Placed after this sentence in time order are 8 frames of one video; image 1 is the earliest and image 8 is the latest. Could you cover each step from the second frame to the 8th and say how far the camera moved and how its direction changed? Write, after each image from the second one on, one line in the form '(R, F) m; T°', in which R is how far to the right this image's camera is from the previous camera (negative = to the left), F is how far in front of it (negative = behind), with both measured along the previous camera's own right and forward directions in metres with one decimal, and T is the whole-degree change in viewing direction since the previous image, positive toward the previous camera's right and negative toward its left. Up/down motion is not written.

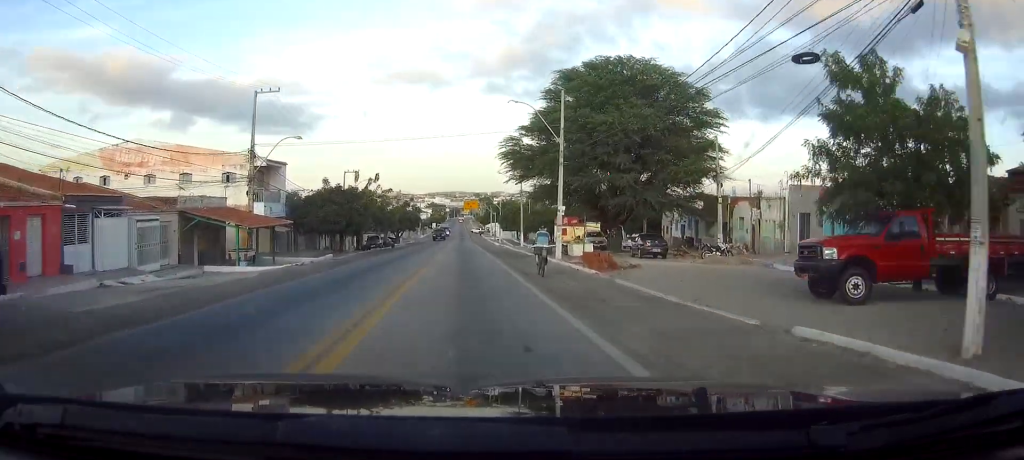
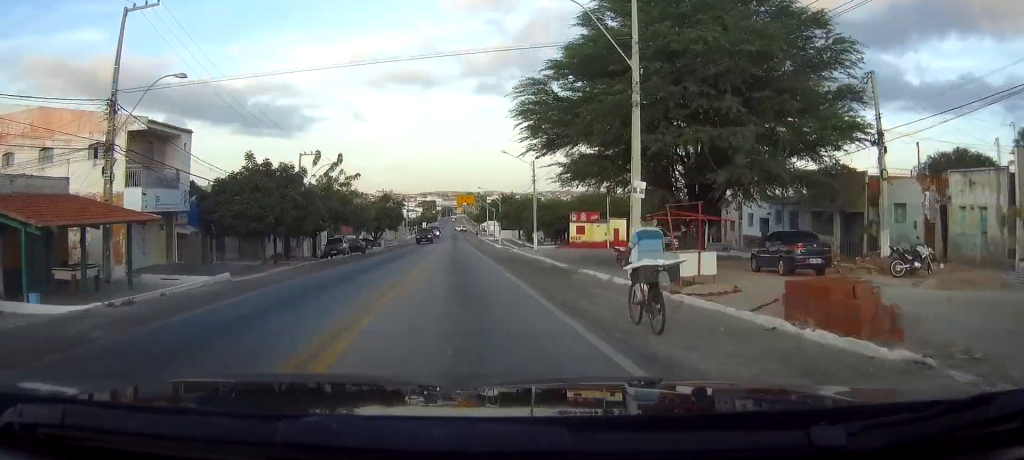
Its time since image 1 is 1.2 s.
(0.0, +19.0) m; 0°
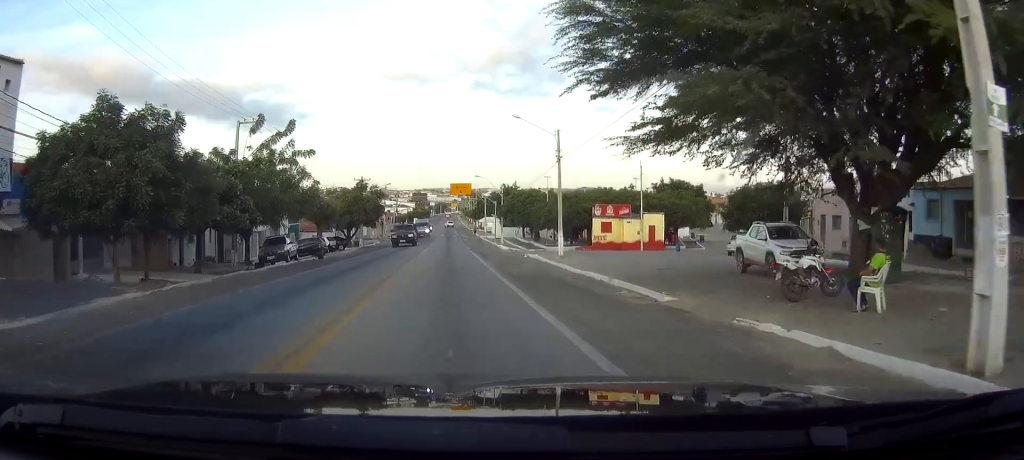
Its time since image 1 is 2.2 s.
(+0.1, +16.5) m; +1°
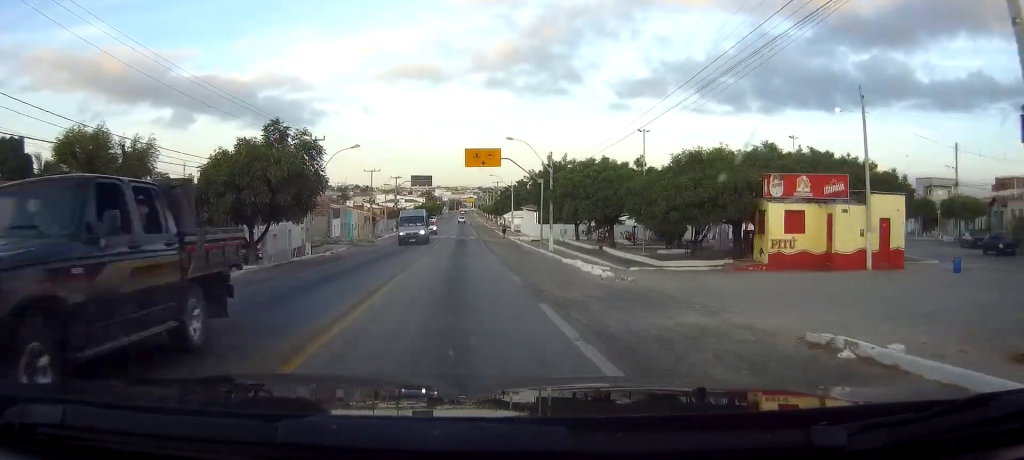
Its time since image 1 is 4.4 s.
(-0.1, +34.1) m; -1°
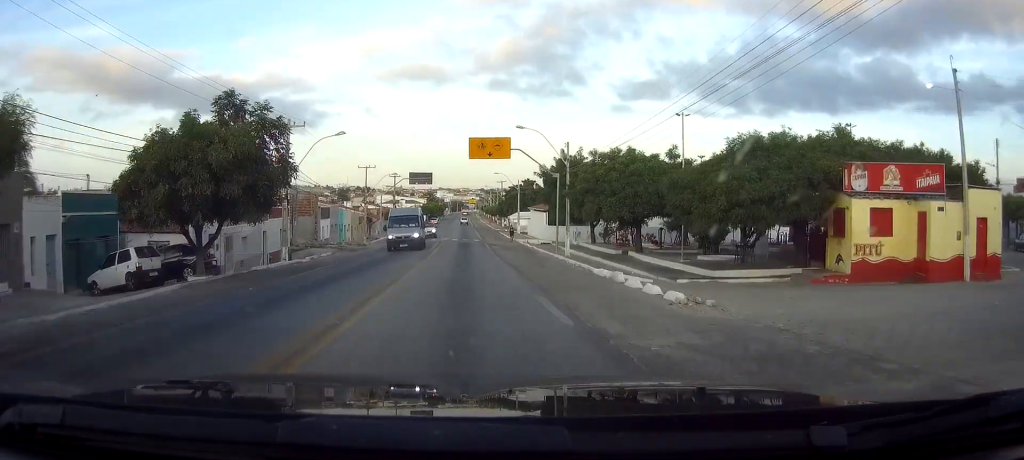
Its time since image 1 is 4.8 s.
(0.0, +6.7) m; 0°
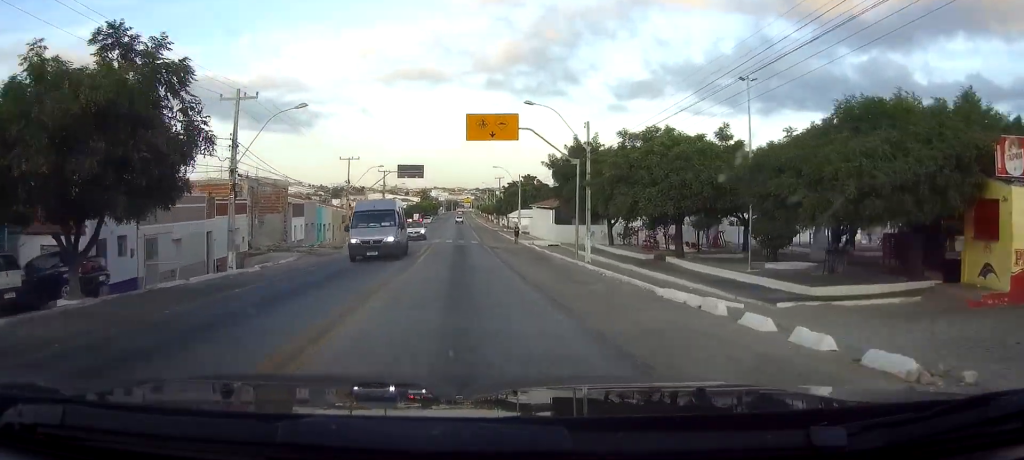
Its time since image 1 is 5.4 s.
(+0.1, +8.4) m; 0°
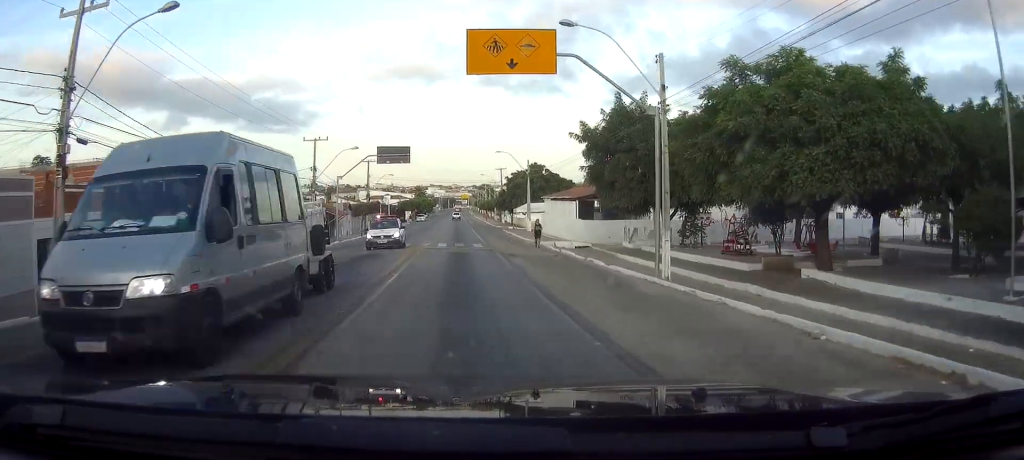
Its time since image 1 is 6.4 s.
(0.0, +13.4) m; 0°
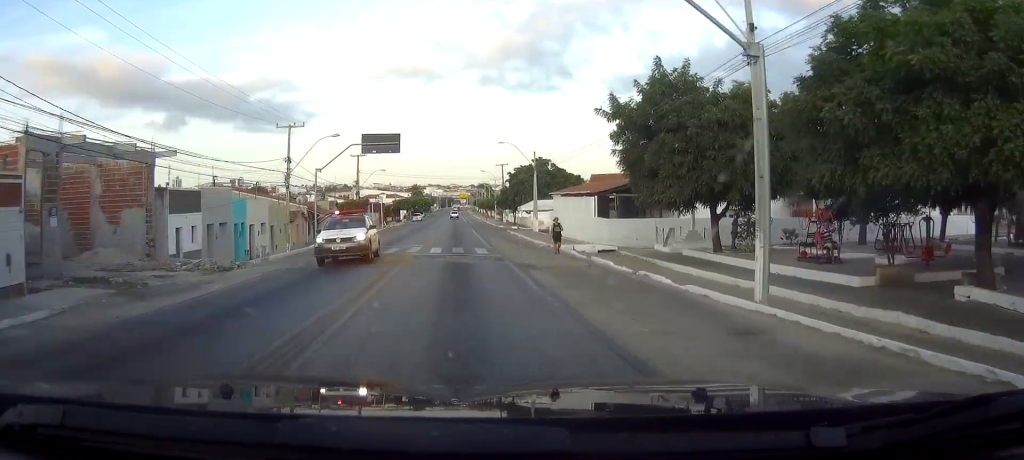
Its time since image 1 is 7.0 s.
(0.0, +6.7) m; 0°
